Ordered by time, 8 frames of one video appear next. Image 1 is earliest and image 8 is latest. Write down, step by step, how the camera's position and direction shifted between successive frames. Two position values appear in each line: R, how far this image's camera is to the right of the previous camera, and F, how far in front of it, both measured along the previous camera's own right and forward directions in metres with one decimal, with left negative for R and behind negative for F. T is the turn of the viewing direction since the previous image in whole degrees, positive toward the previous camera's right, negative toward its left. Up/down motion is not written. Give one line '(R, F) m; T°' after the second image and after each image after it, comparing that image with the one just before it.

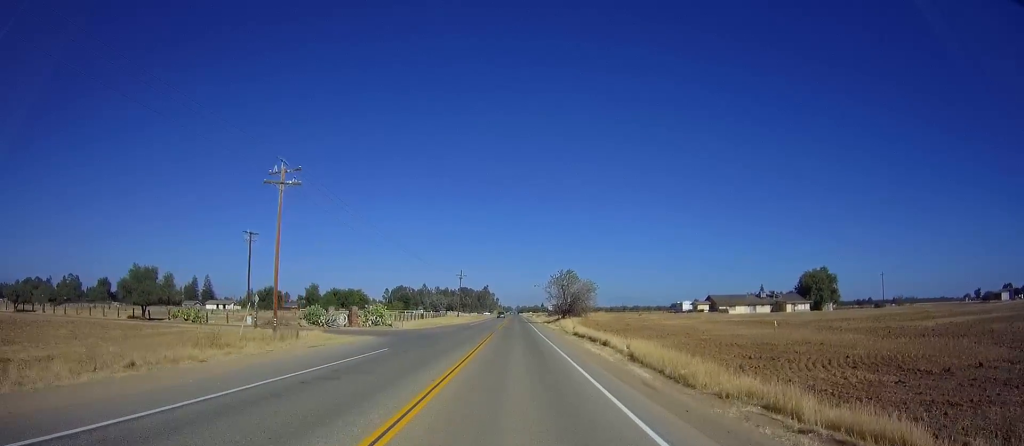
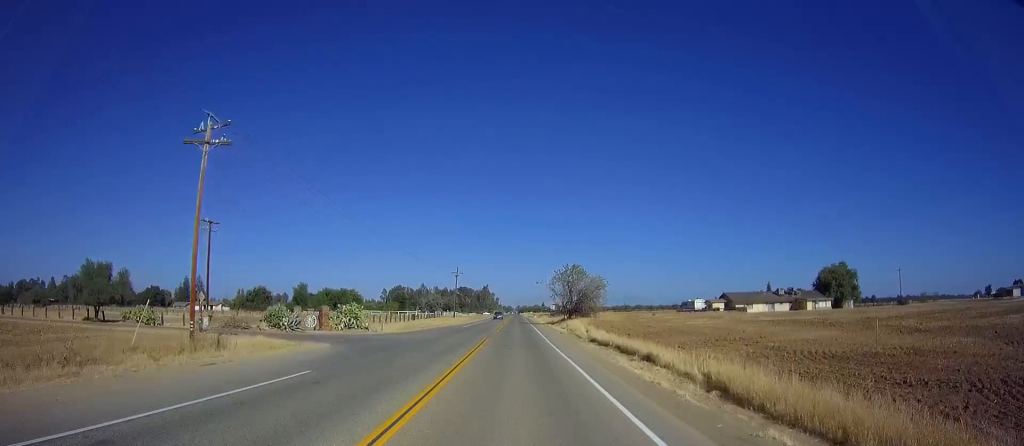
(0.0, +8.5) m; 0°
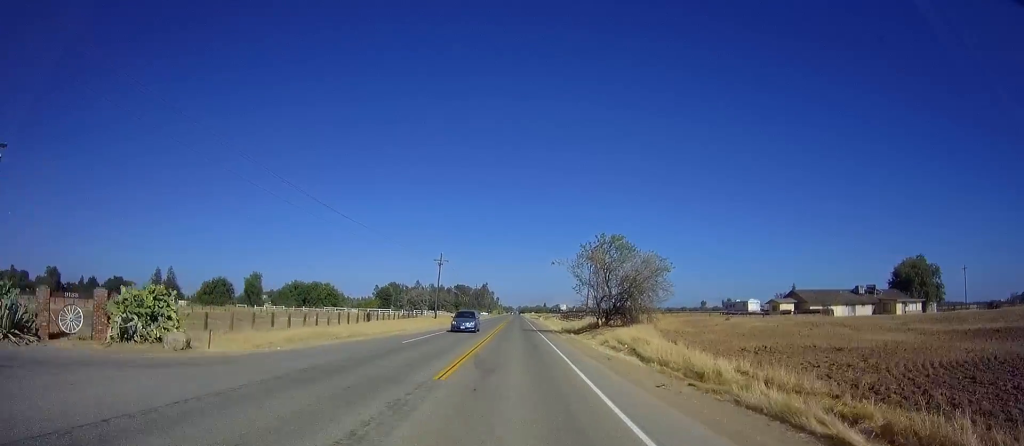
(-0.2, +28.3) m; -1°
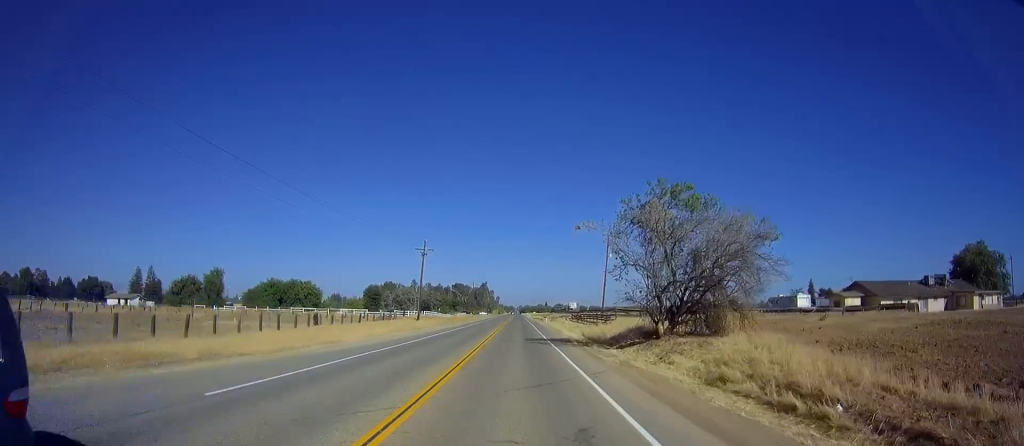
(0.0, +17.2) m; 0°
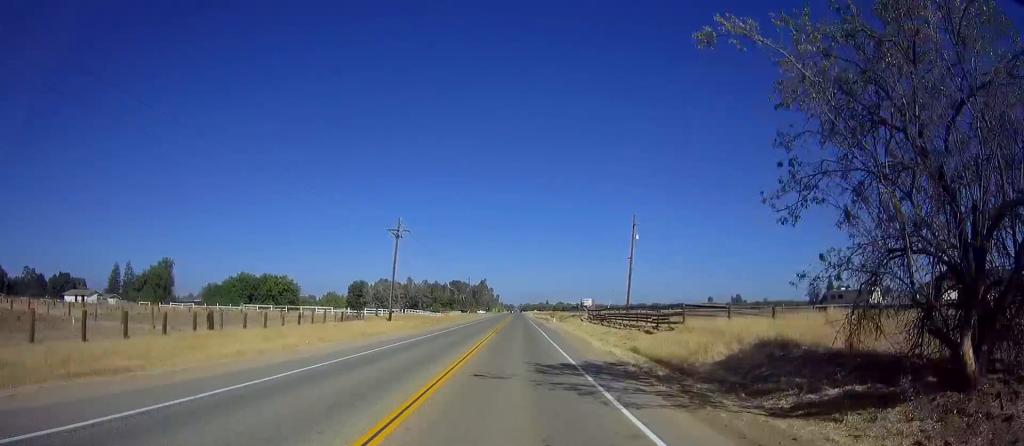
(+0.1, +17.4) m; 0°
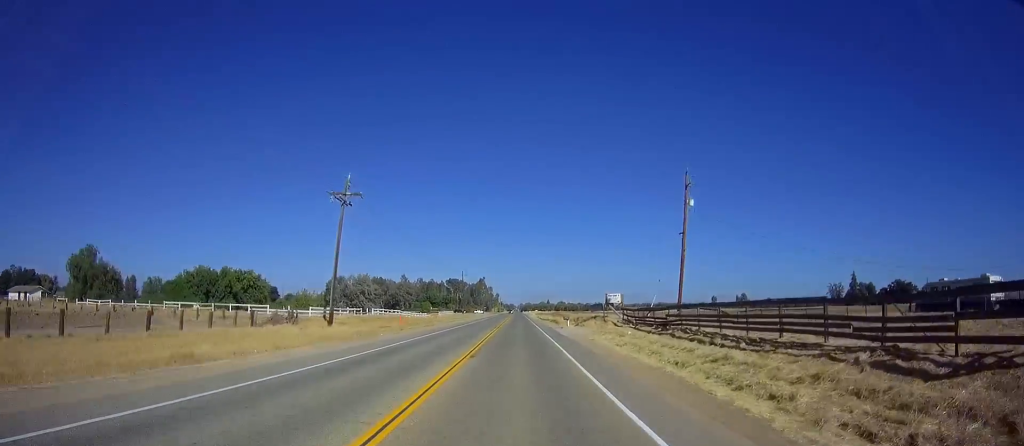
(0.0, +19.3) m; 0°
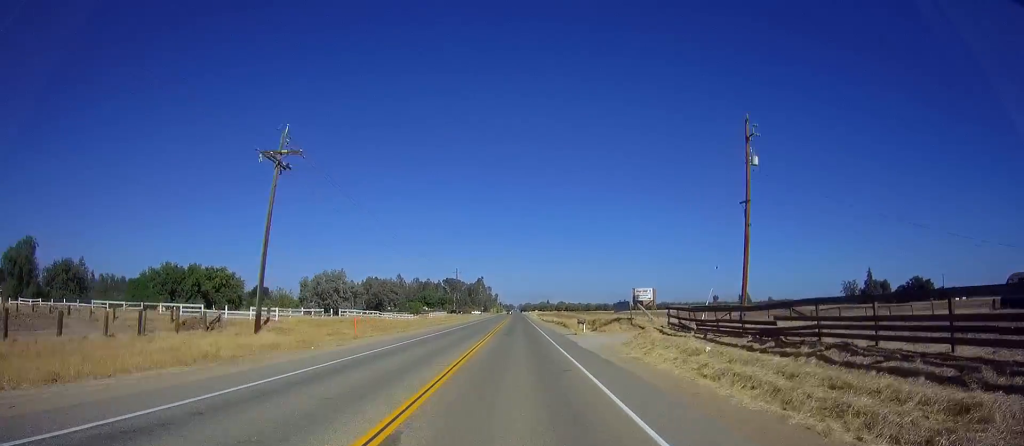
(0.0, +12.0) m; 0°
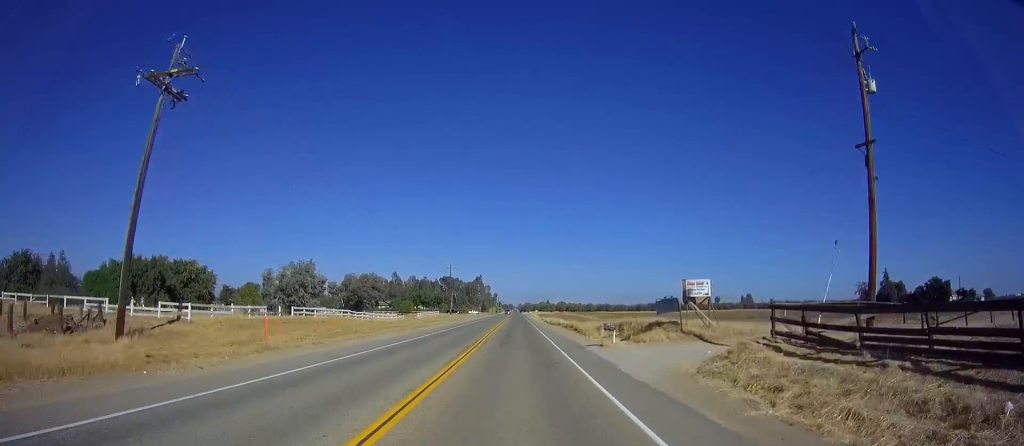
(0.0, +11.5) m; 0°
